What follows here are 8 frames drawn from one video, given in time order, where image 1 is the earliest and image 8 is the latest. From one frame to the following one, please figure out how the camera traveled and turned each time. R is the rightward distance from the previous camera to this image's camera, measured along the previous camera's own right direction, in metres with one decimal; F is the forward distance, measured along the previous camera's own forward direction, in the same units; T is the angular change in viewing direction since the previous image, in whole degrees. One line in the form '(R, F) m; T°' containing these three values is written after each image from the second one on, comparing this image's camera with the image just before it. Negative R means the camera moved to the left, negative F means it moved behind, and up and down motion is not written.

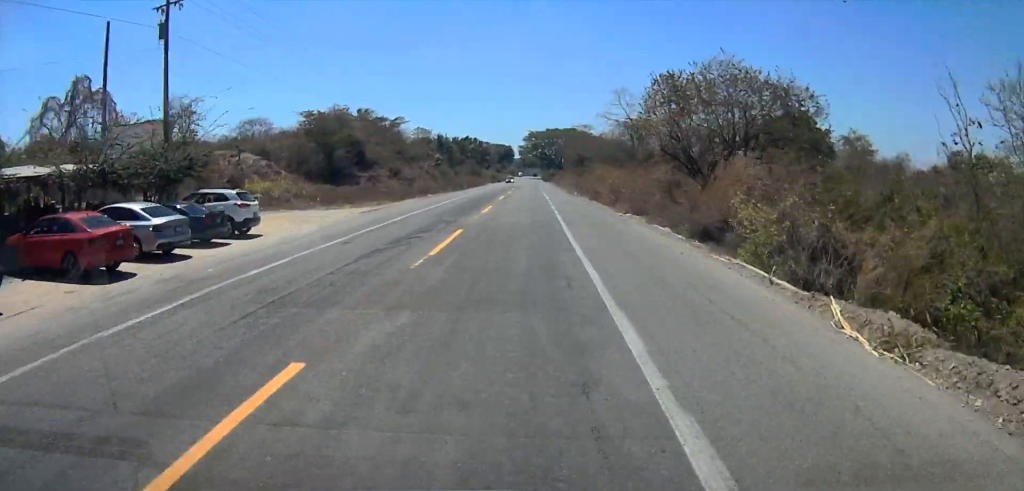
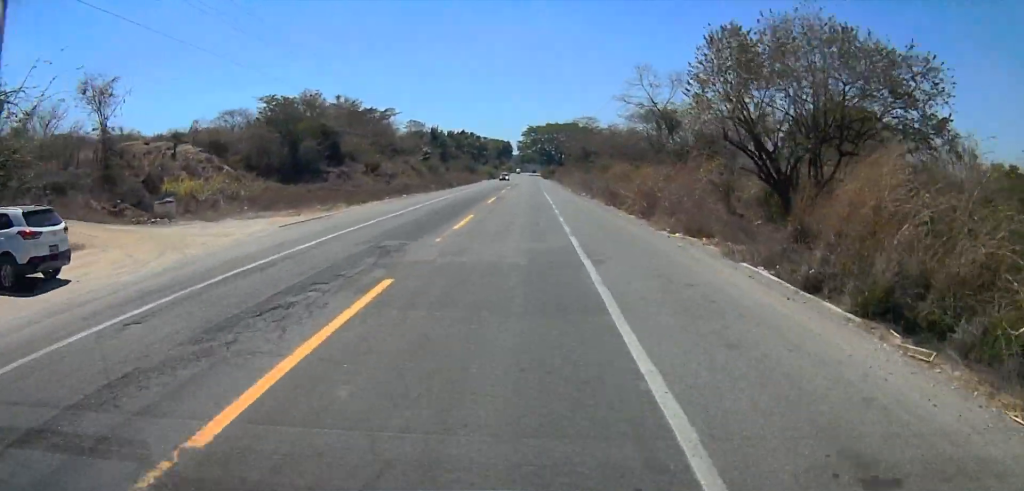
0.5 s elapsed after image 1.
(0.0, +13.4) m; 0°
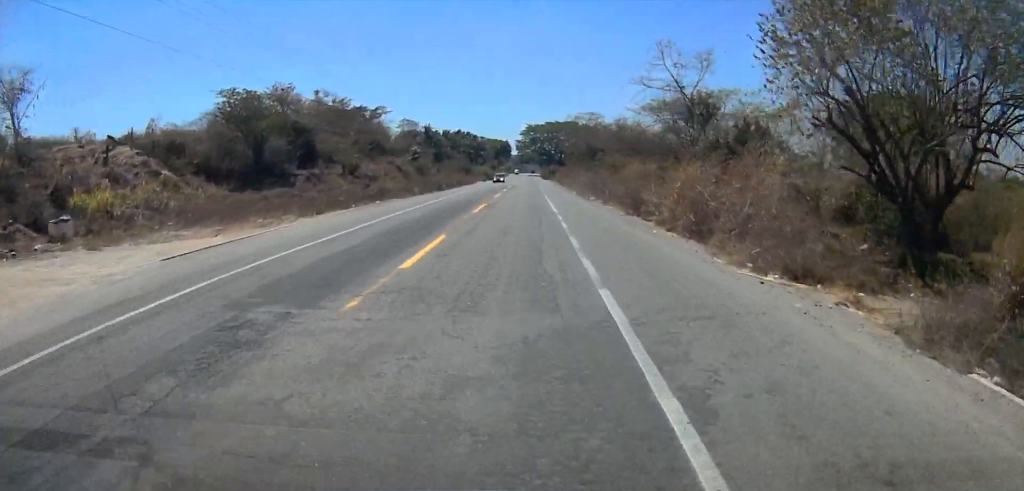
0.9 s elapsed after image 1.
(0.0, +9.0) m; 0°
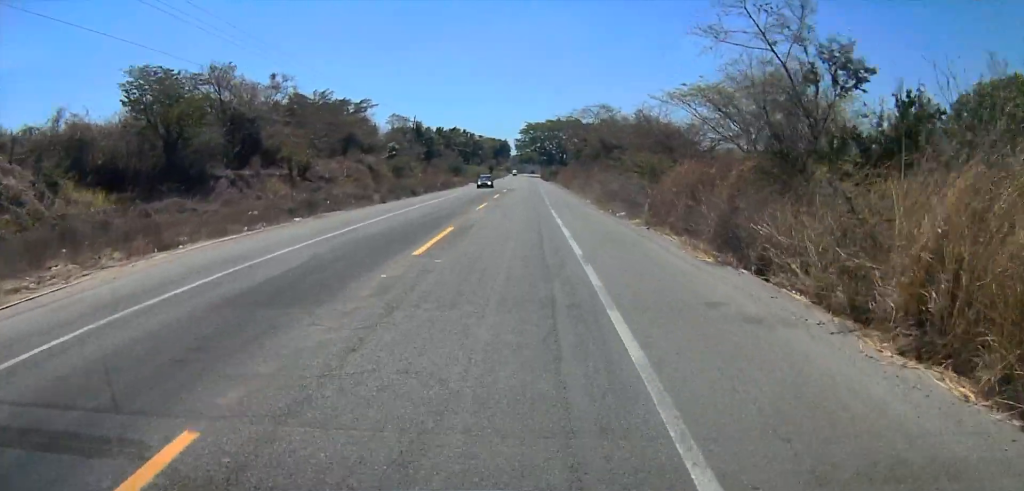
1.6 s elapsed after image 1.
(0.0, +15.0) m; 0°
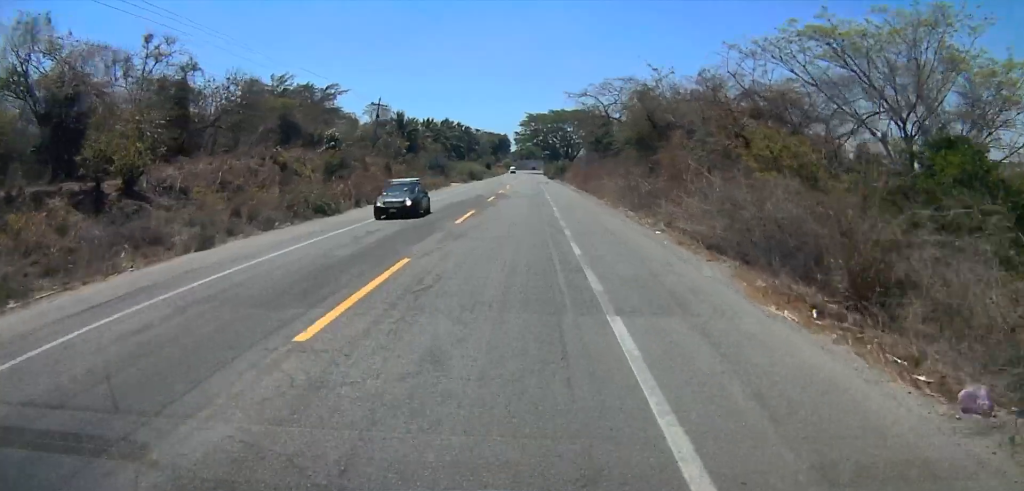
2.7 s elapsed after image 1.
(0.0, +24.6) m; 0°
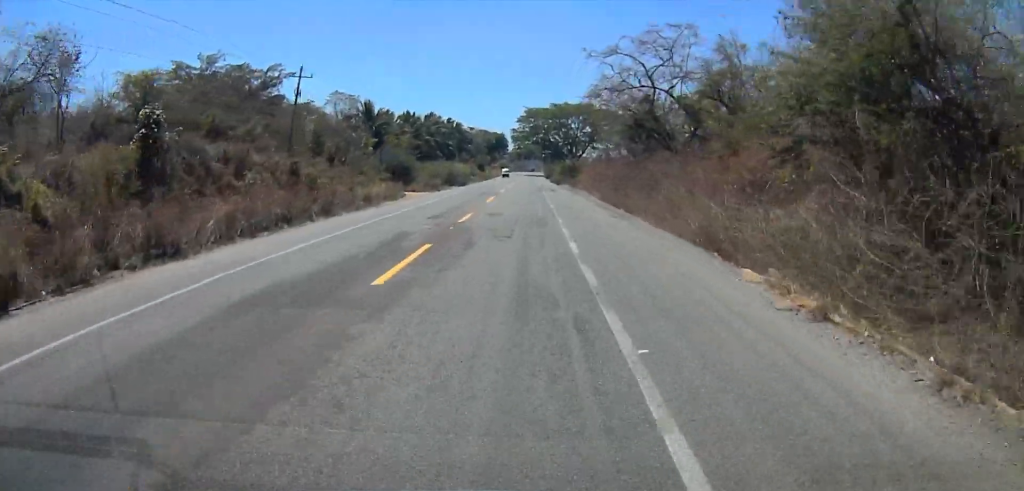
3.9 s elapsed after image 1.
(0.0, +28.6) m; 0°
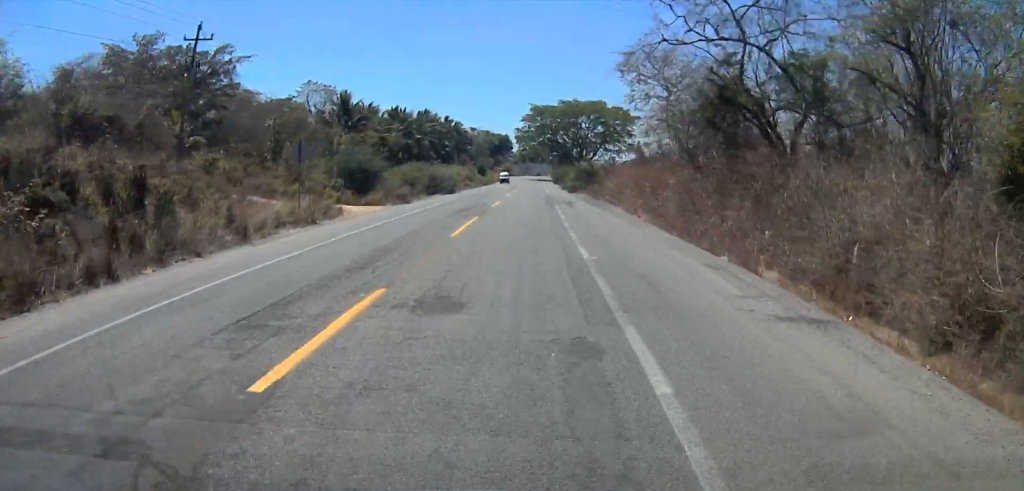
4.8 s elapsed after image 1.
(0.0, +17.7) m; 0°
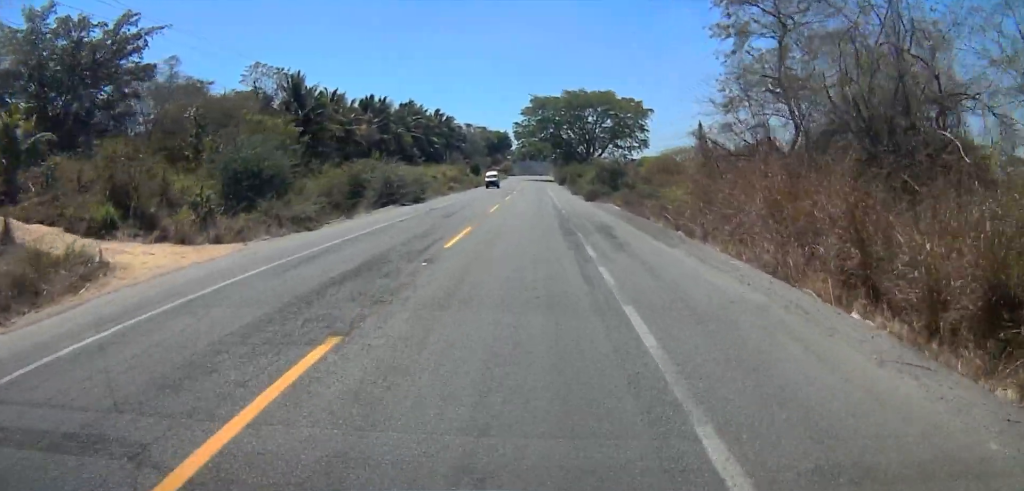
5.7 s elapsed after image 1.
(0.0, +17.6) m; 0°
